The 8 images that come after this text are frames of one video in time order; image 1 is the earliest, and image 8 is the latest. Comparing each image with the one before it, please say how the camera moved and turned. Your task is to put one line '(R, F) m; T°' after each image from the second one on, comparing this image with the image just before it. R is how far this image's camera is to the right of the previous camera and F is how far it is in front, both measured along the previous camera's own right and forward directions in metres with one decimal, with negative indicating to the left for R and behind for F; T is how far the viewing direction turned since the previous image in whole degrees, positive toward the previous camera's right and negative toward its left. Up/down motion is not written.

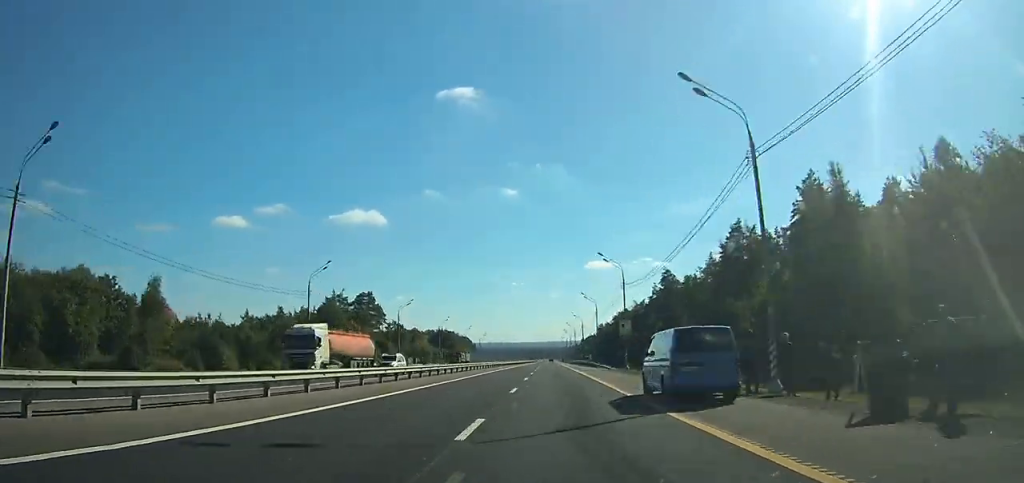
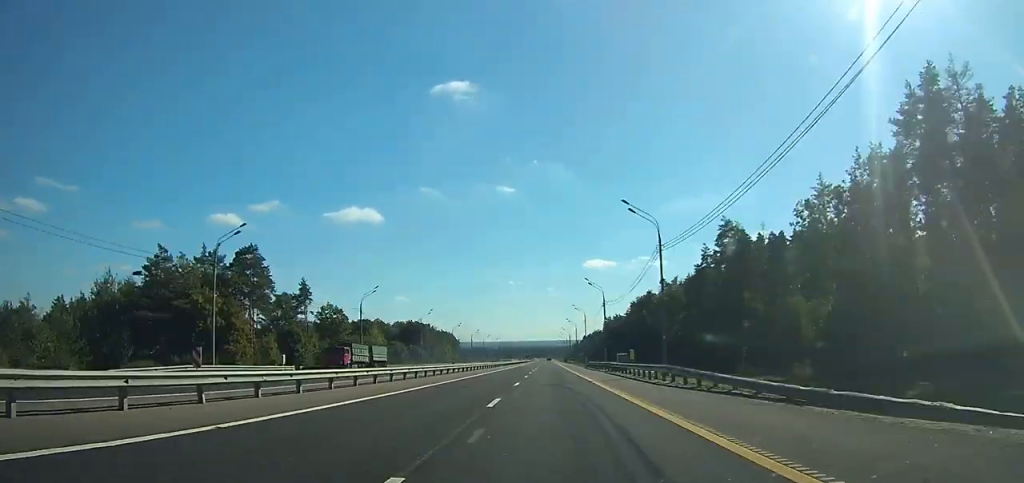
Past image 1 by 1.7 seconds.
(0.0, +53.5) m; 0°
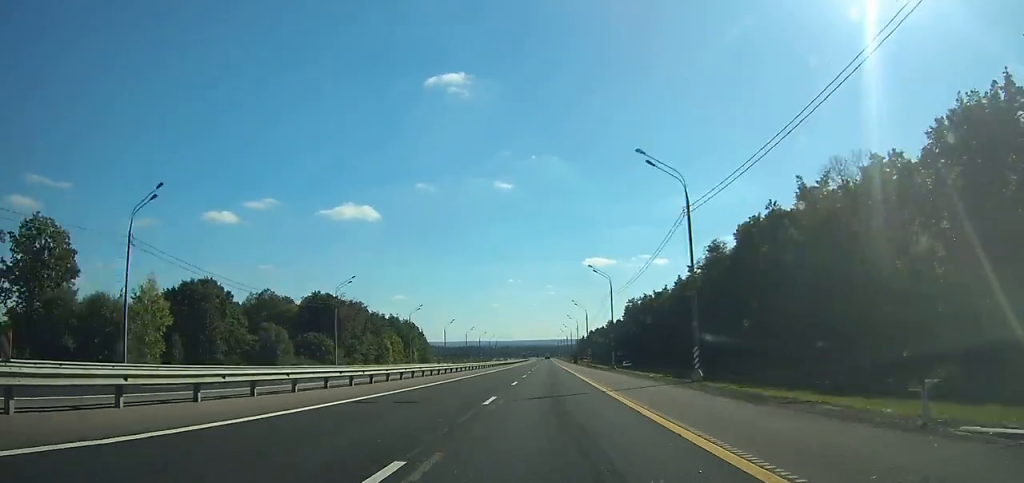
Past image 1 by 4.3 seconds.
(0.0, +84.2) m; 0°
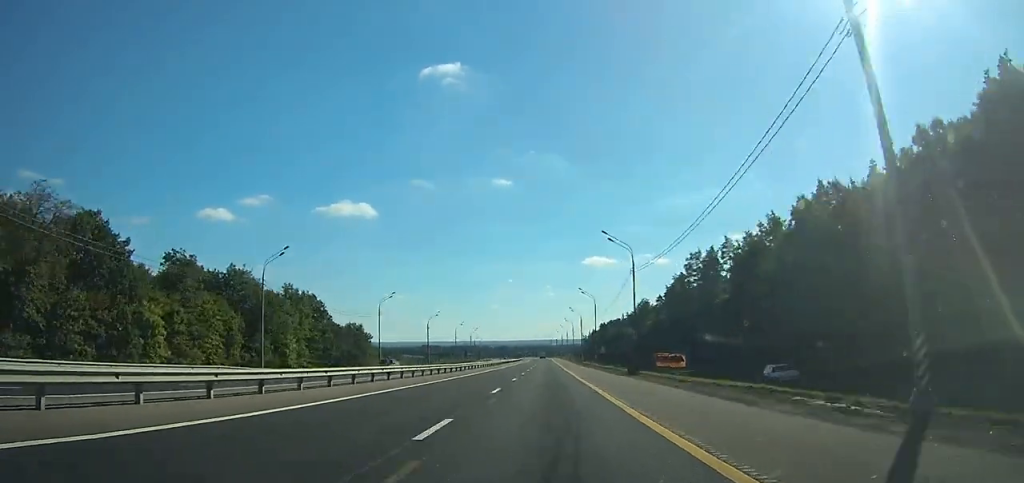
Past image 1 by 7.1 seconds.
(0.0, +95.8) m; 0°
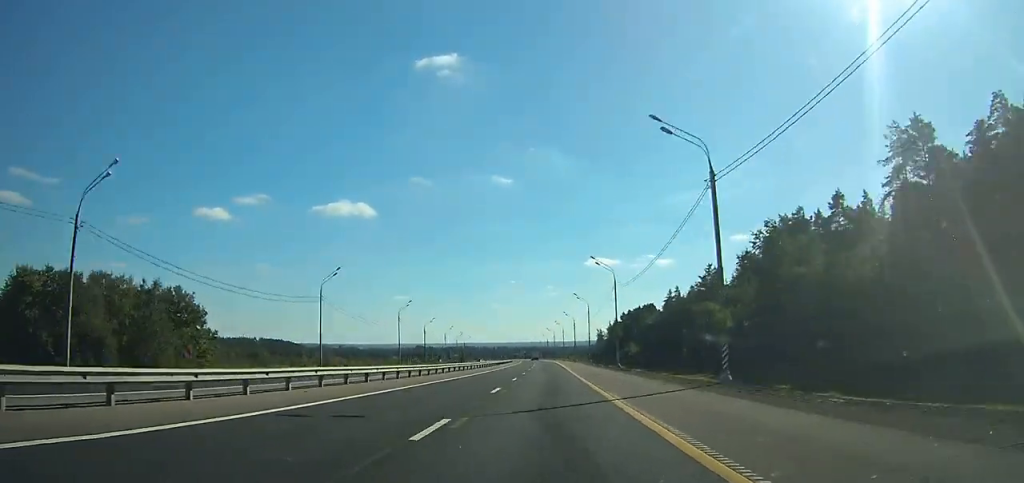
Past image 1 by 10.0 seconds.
(-0.4, +99.6) m; -1°
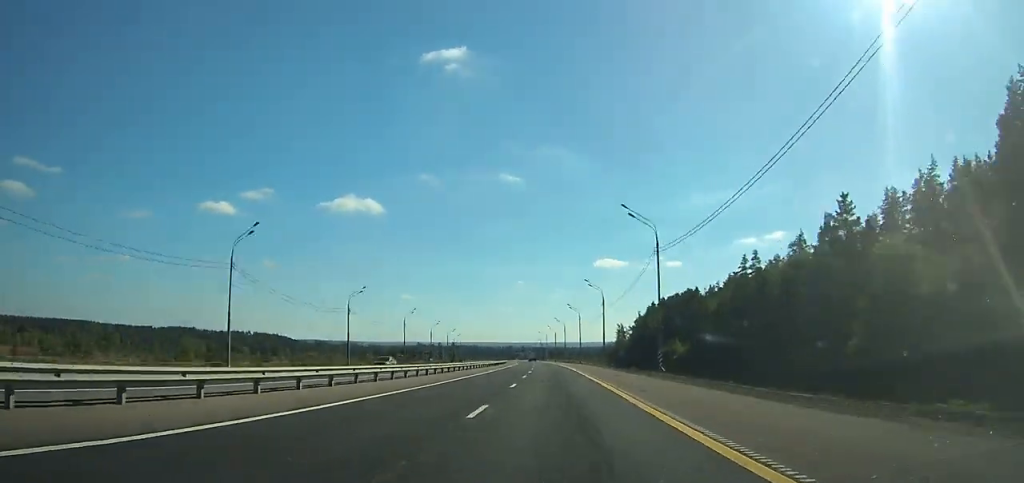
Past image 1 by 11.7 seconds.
(-0.6, +57.3) m; -1°
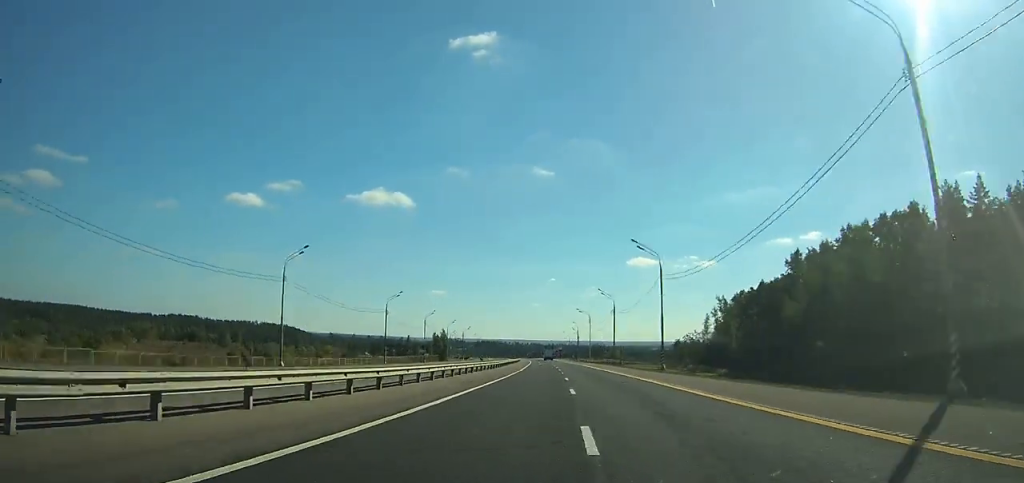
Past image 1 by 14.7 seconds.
(-1.8, +99.7) m; -2°
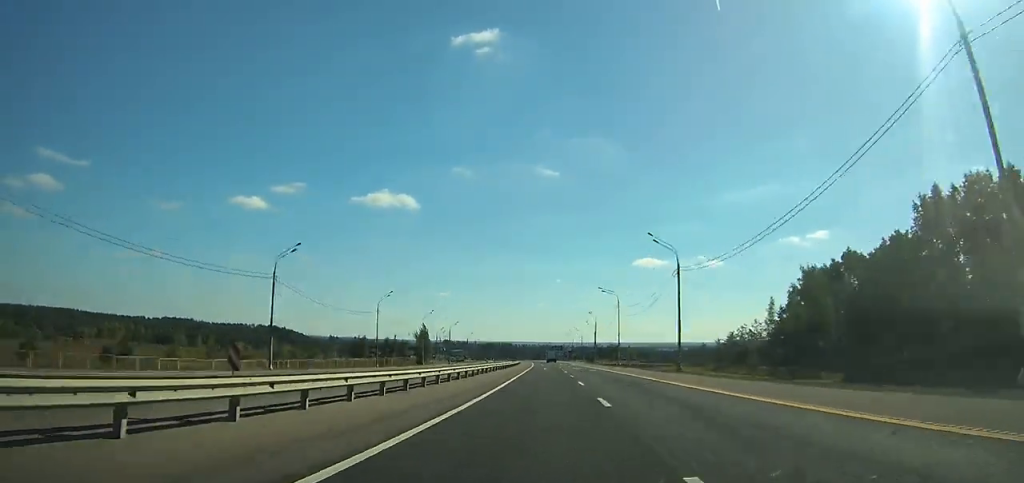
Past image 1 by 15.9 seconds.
(0.0, +39.5) m; -1°
